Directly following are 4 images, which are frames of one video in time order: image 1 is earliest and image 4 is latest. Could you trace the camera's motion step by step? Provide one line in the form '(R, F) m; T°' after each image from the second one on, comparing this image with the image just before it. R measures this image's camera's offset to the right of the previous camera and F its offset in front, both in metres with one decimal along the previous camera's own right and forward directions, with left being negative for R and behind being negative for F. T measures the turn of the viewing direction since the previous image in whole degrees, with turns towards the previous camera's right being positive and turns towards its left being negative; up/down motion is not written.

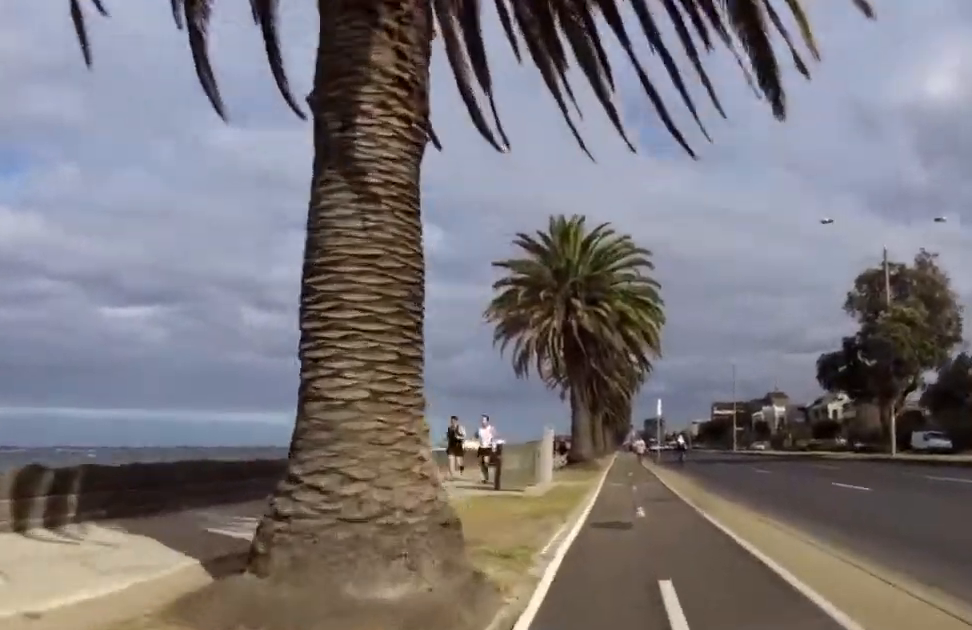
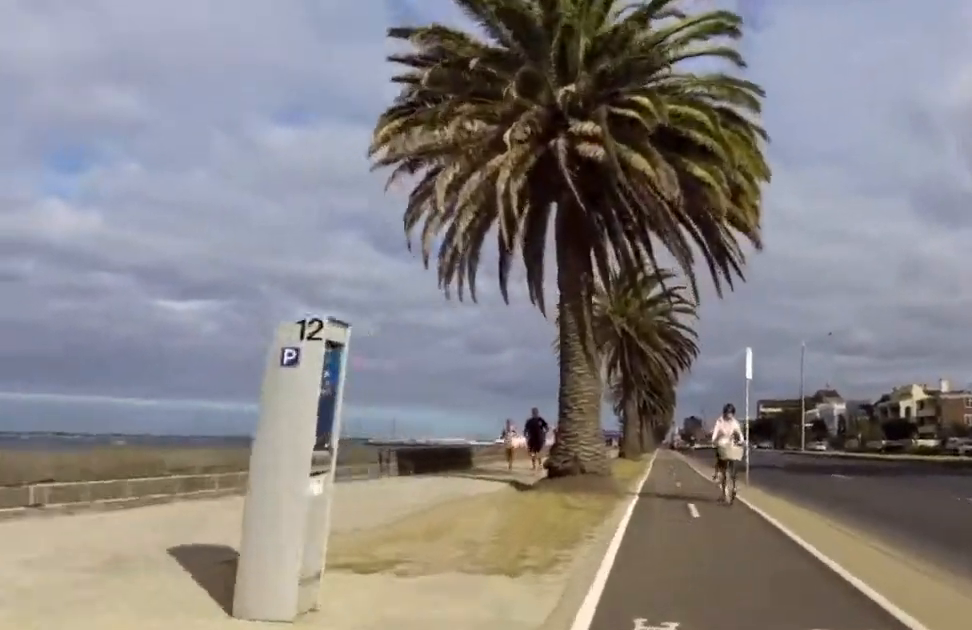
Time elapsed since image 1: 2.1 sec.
(-0.8, +17.6) m; -5°
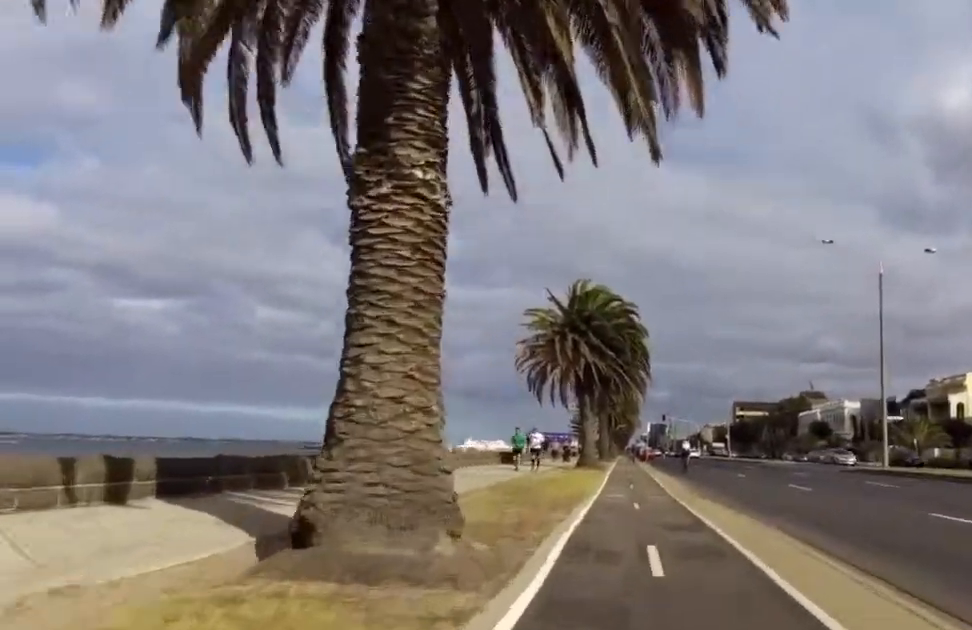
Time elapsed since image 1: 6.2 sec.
(+4.3, +35.7) m; +5°
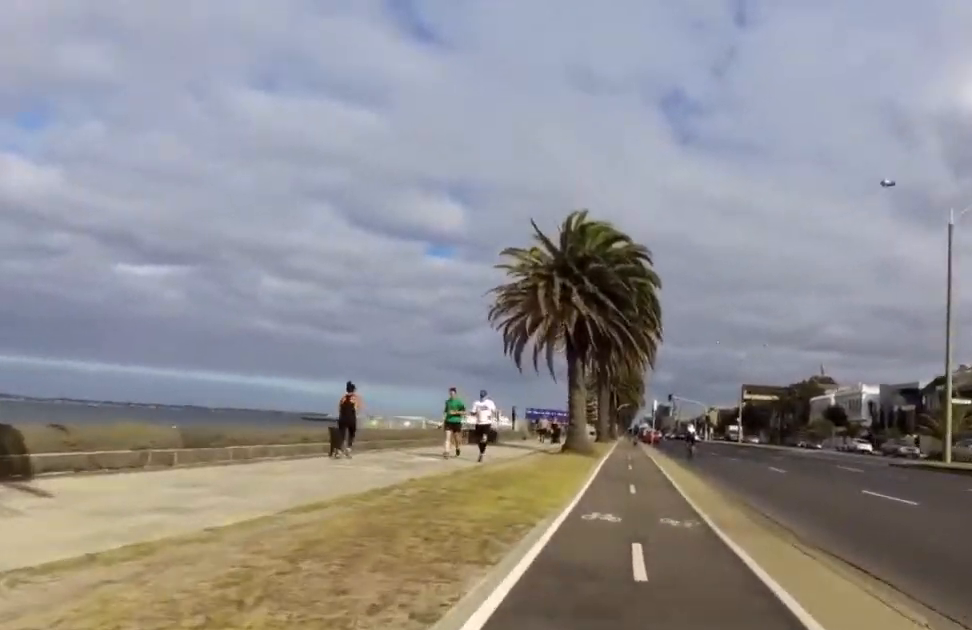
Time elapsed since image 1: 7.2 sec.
(0.0, +8.3) m; 0°
